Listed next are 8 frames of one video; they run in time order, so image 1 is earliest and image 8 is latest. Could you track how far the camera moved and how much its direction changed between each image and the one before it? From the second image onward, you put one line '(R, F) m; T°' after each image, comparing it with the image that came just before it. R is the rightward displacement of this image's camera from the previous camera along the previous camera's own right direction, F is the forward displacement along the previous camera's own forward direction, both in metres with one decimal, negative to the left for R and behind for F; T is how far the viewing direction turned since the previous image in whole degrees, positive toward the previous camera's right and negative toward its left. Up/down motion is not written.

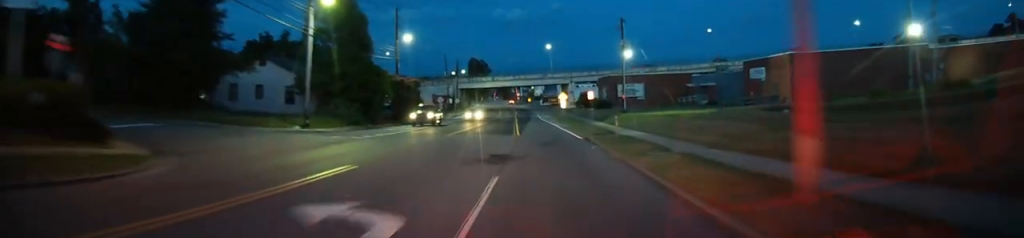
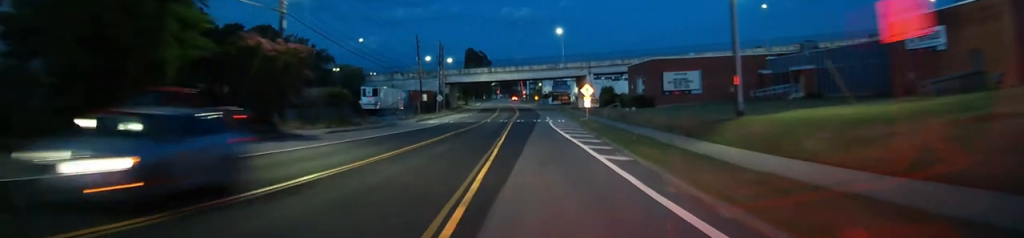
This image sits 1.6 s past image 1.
(0.0, +33.8) m; -1°
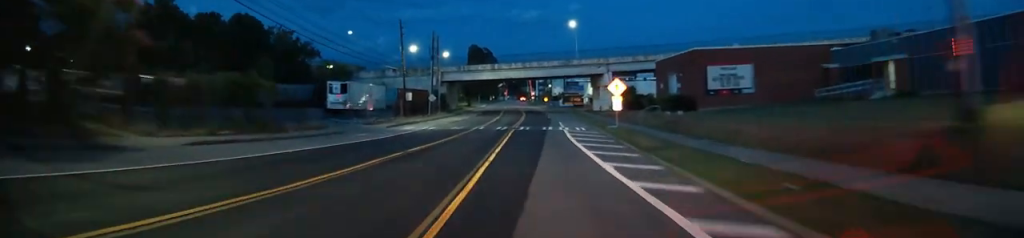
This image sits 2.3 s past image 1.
(-0.1, +15.1) m; -1°
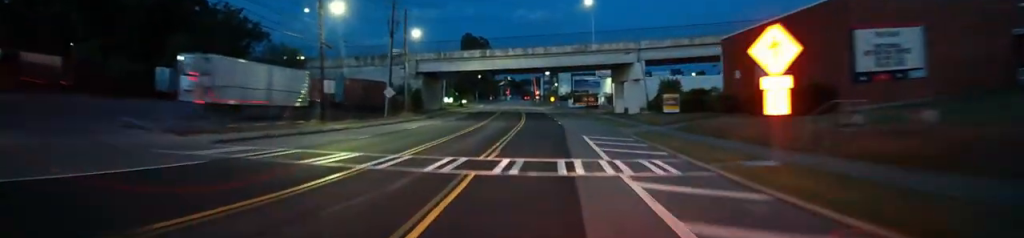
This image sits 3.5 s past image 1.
(-0.4, +27.4) m; -1°
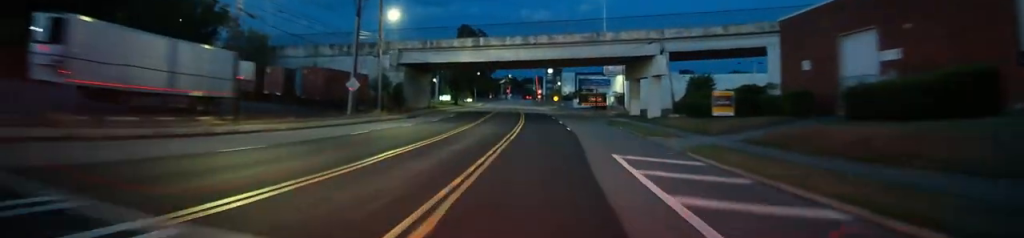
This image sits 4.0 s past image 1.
(0.0, +12.8) m; 0°
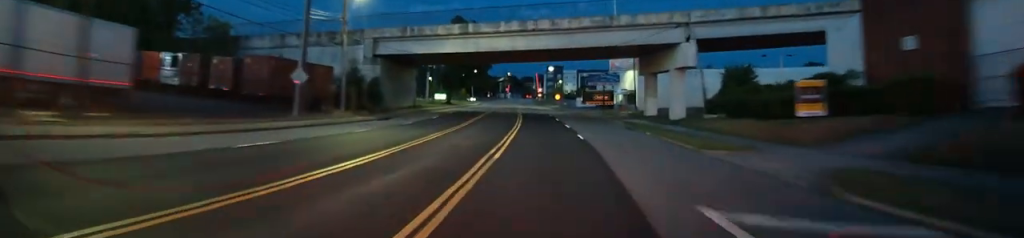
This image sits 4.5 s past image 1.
(0.0, +10.9) m; 0°
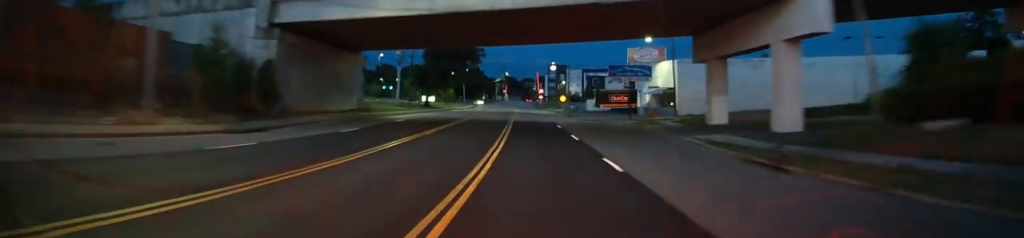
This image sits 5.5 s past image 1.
(-0.1, +25.3) m; 0°
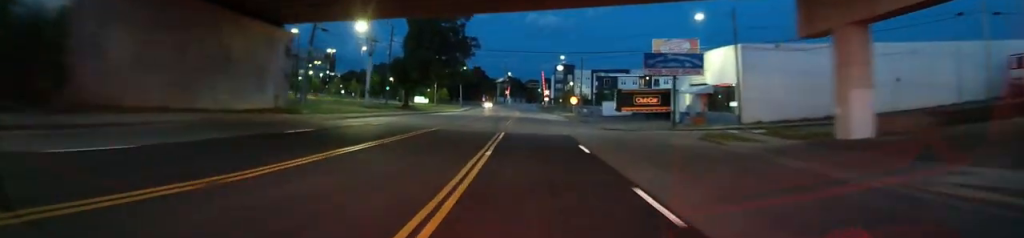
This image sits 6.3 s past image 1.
(0.0, +19.2) m; 0°
